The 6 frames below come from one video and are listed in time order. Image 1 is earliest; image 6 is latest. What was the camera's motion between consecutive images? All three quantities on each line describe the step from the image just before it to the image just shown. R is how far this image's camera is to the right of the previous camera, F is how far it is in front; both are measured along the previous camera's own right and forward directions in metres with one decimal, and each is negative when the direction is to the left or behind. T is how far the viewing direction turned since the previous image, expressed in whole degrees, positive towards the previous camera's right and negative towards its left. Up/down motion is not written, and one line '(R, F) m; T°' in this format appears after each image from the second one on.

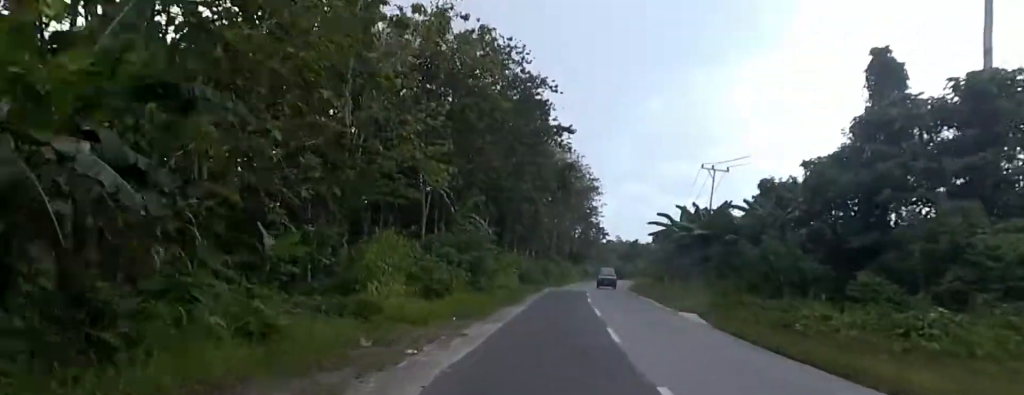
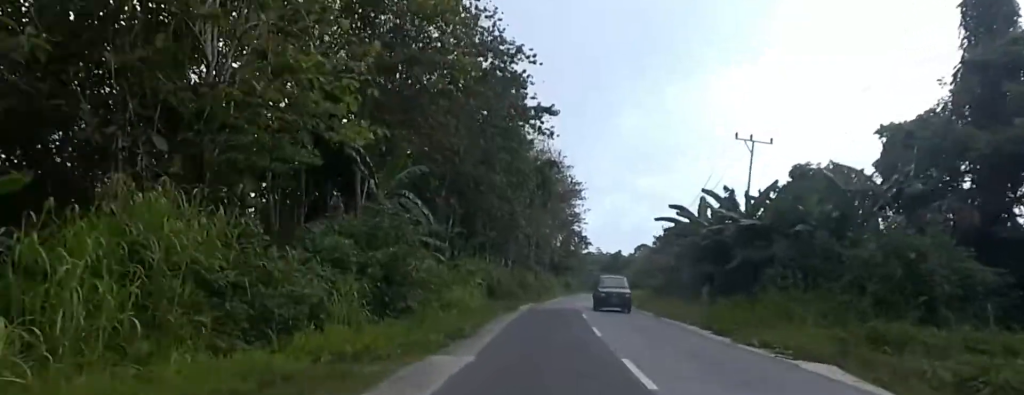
(+0.5, +12.5) m; +2°
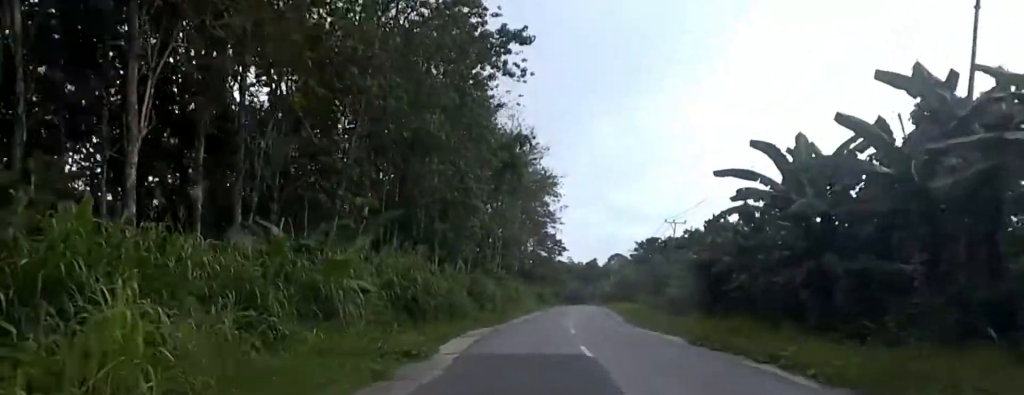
(0.0, +18.9) m; 0°
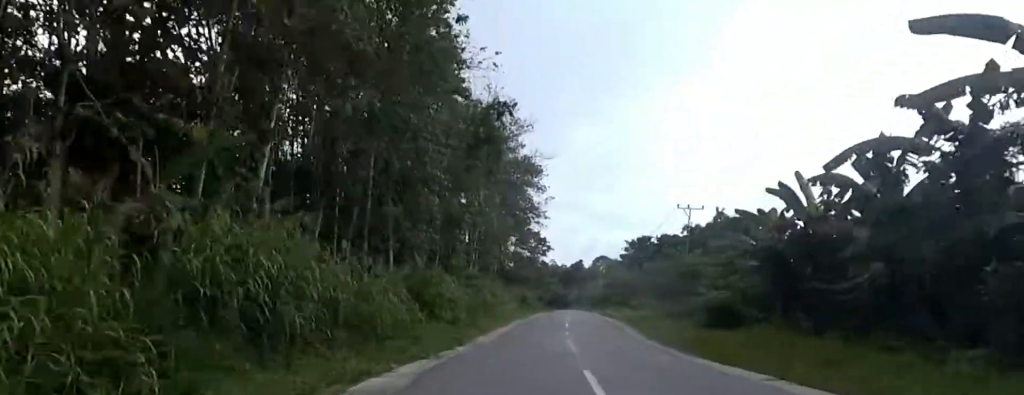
(0.0, +11.8) m; 0°
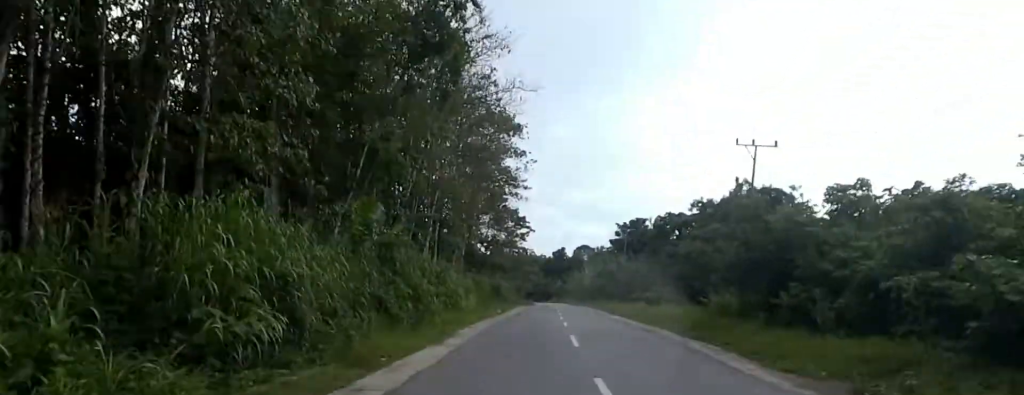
(0.0, +17.3) m; 0°
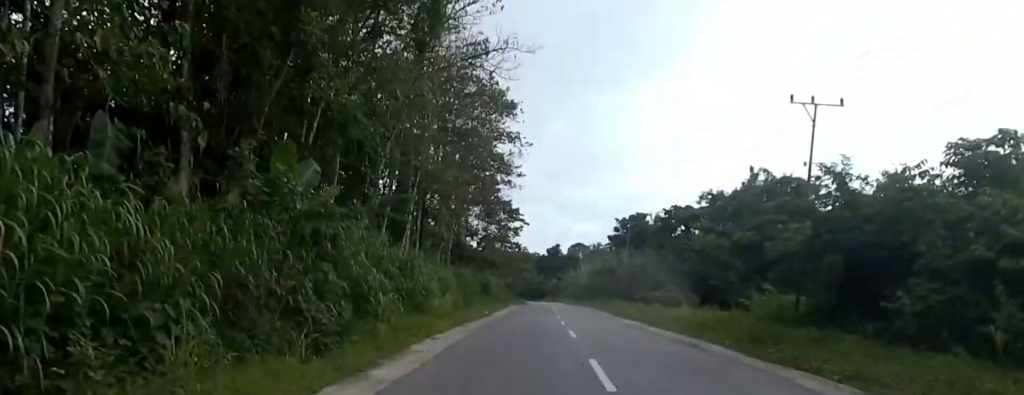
(0.0, +6.5) m; 0°
